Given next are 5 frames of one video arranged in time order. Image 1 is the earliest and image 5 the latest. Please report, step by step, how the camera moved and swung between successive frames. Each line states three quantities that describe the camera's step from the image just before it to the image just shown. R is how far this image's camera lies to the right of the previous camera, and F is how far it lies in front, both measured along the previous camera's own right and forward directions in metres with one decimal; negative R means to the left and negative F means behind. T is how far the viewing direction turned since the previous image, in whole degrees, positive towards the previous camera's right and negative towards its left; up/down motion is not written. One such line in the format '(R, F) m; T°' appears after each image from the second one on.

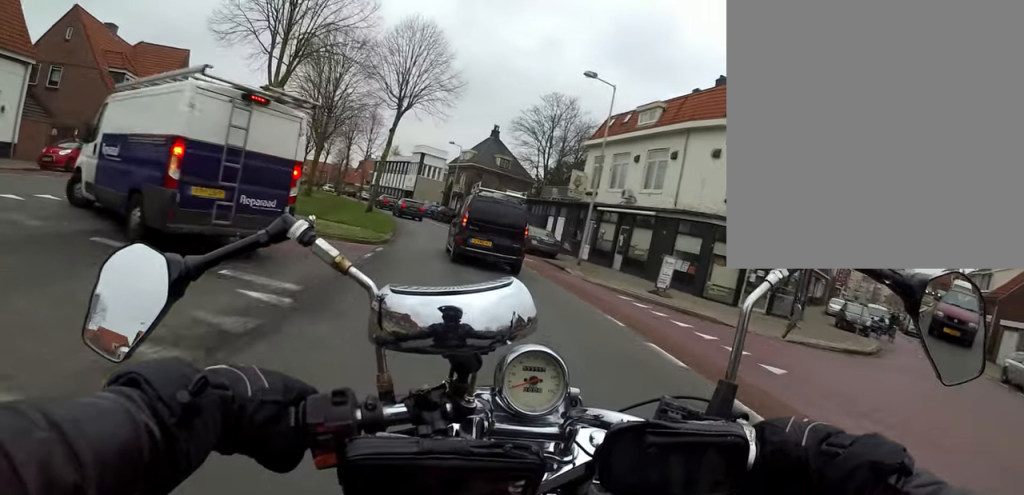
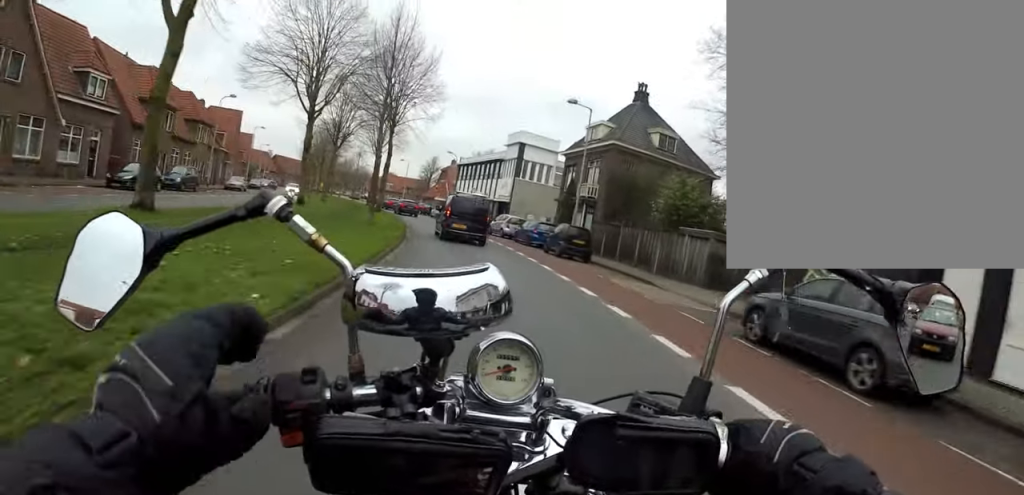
(-2.0, +34.4) m; -8°
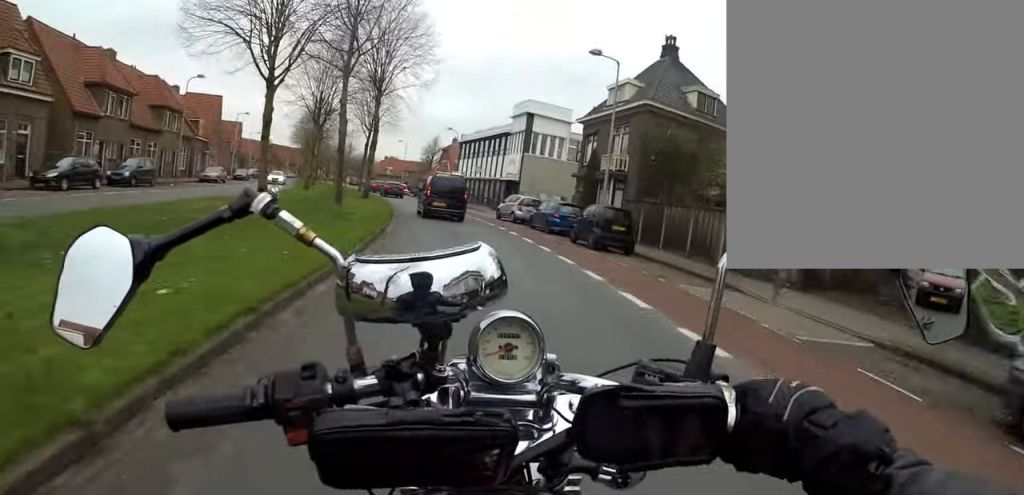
(-0.2, +6.9) m; -2°
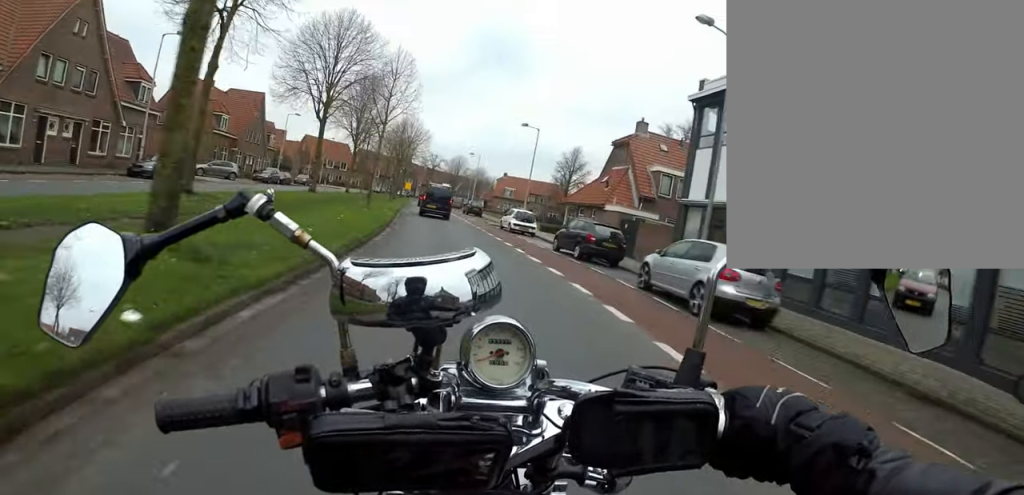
(+3.4, +49.4) m; +7°
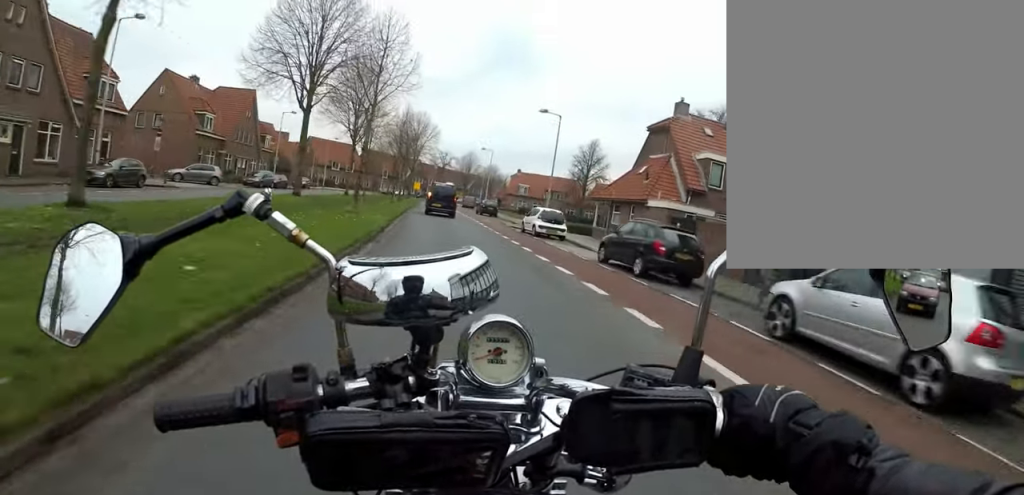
(+0.2, +5.7) m; +1°
